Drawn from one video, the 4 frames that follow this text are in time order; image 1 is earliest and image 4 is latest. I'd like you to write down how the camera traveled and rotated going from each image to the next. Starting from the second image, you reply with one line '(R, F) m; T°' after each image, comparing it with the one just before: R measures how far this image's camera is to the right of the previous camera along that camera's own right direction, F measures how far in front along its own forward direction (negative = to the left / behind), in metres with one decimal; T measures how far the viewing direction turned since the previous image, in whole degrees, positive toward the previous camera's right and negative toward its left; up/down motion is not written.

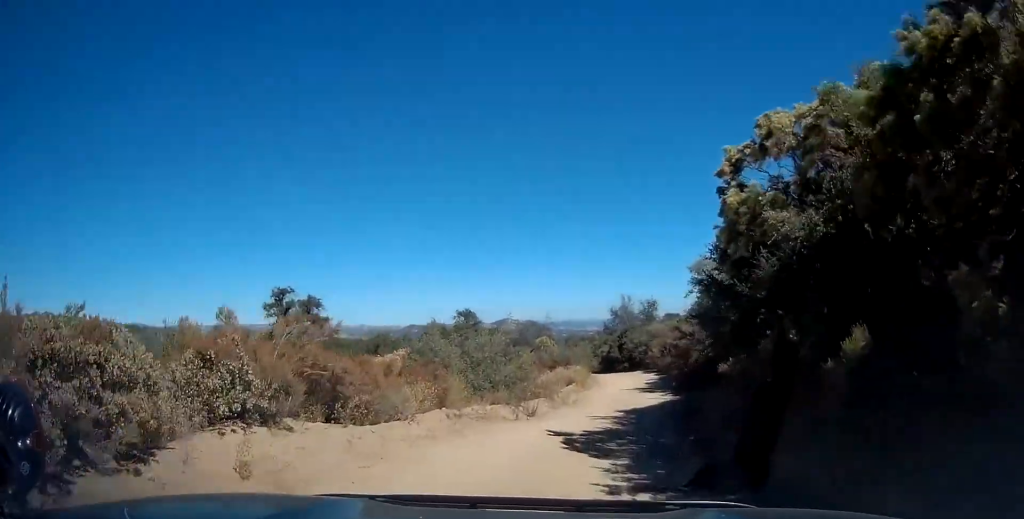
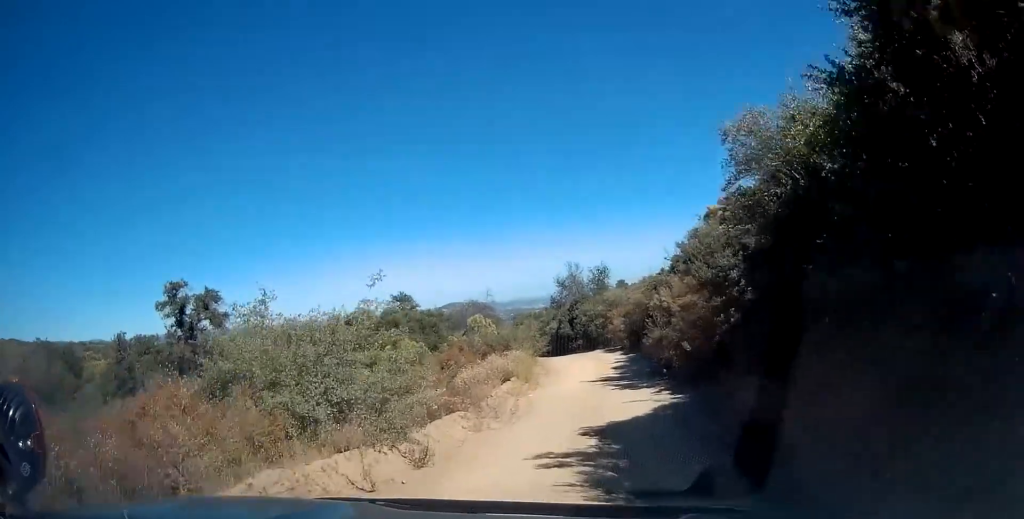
(+0.1, +7.3) m; +4°
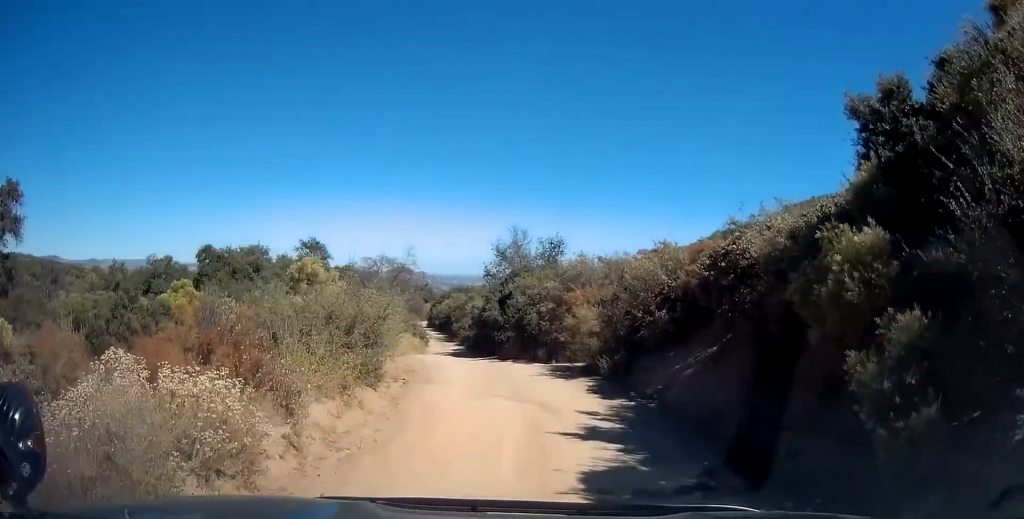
(+1.9, +19.4) m; +7°
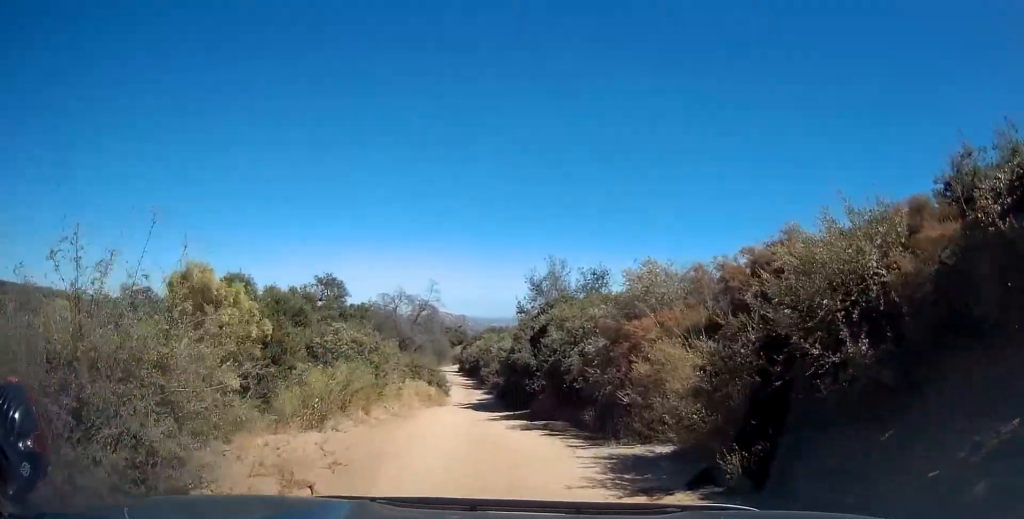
(+0.1, +7.2) m; -2°
